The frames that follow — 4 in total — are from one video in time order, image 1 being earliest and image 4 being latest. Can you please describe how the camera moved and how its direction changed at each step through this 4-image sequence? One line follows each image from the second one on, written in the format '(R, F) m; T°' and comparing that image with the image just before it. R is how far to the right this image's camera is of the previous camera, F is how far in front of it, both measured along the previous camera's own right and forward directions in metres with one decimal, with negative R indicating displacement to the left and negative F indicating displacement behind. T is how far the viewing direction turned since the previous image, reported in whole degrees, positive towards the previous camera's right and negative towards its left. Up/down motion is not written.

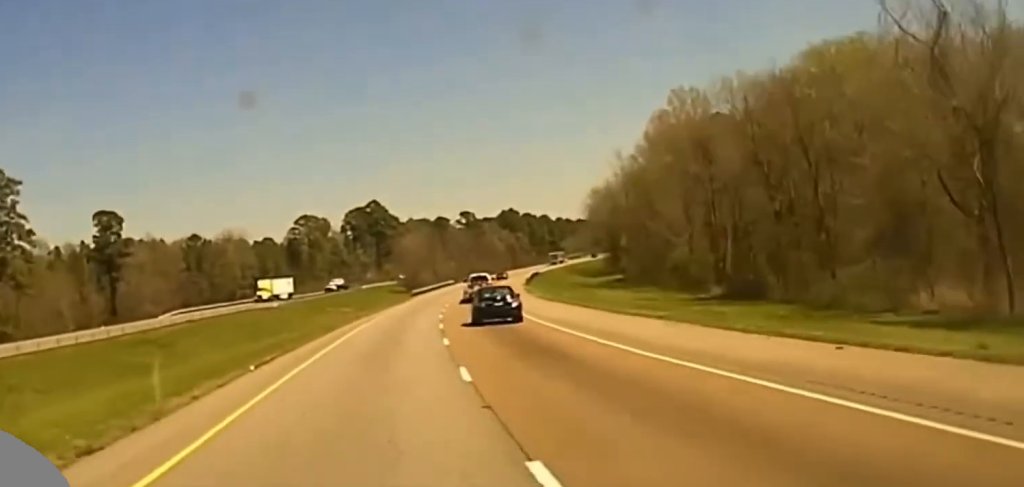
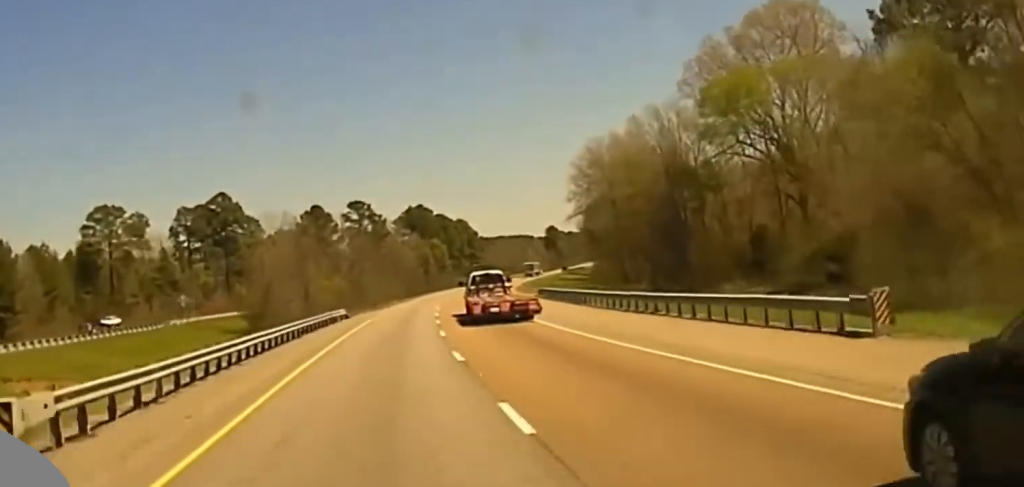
(+5.4, +119.1) m; +6°
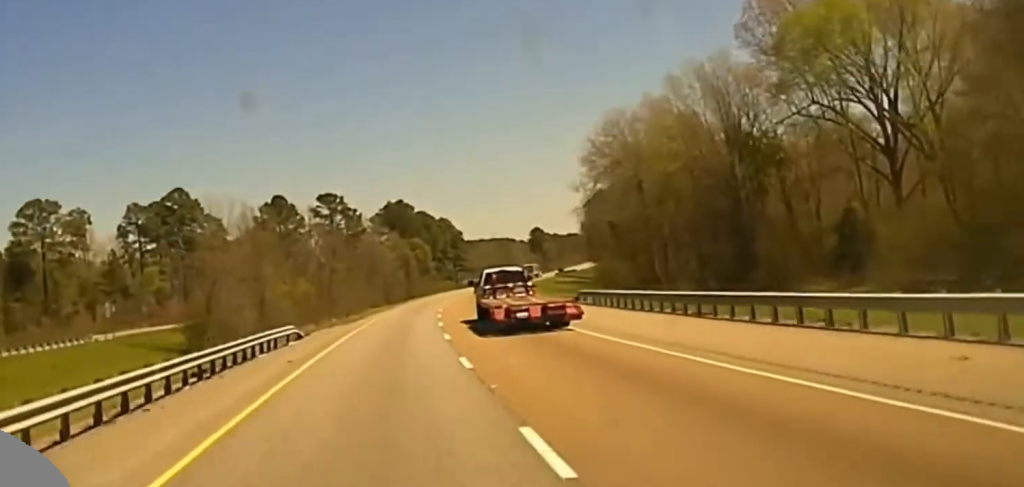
(+0.4, +28.5) m; +2°
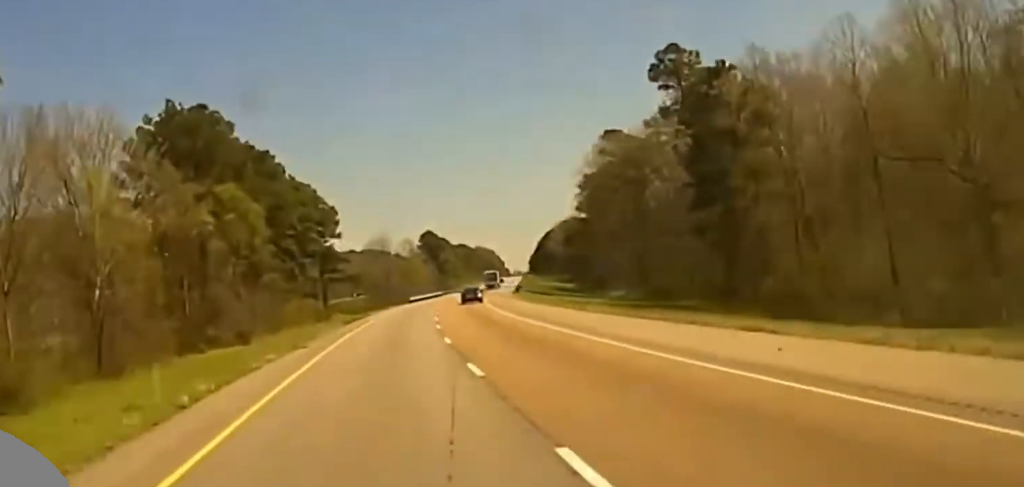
(+7.5, +138.8) m; +6°
